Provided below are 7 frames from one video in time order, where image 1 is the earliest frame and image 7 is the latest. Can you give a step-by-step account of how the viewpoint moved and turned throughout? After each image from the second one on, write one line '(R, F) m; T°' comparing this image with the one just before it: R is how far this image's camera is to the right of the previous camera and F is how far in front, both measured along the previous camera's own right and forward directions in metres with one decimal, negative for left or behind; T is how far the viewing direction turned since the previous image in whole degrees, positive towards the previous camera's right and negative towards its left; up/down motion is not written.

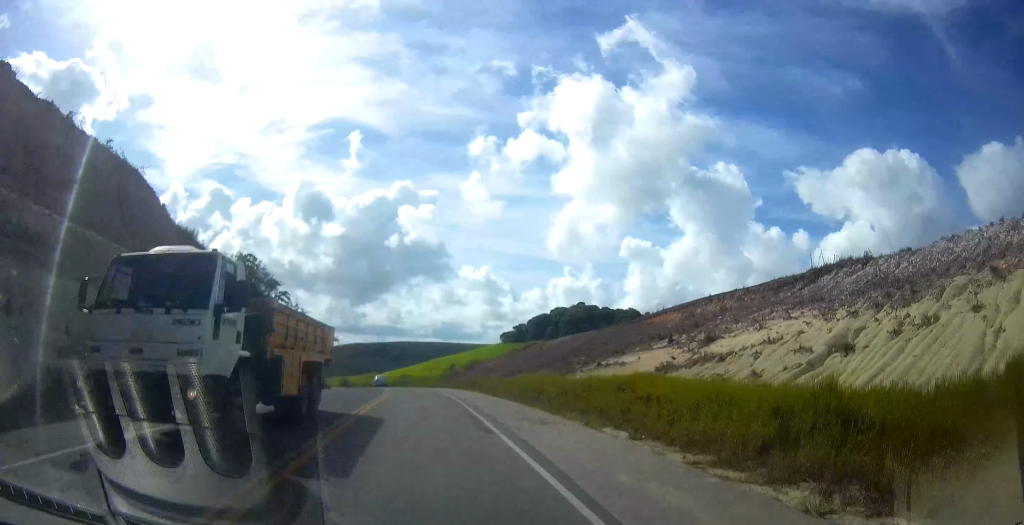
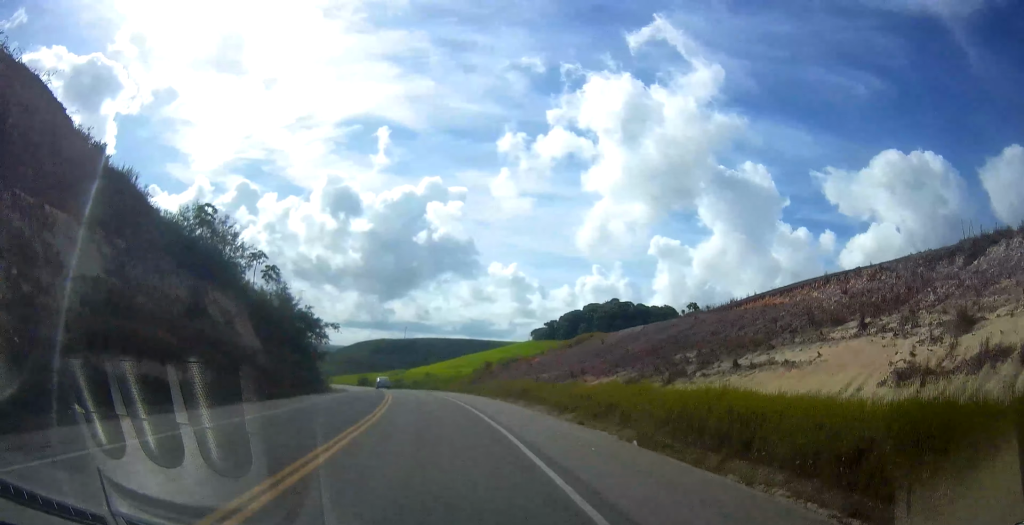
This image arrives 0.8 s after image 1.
(-0.2, +16.5) m; -1°
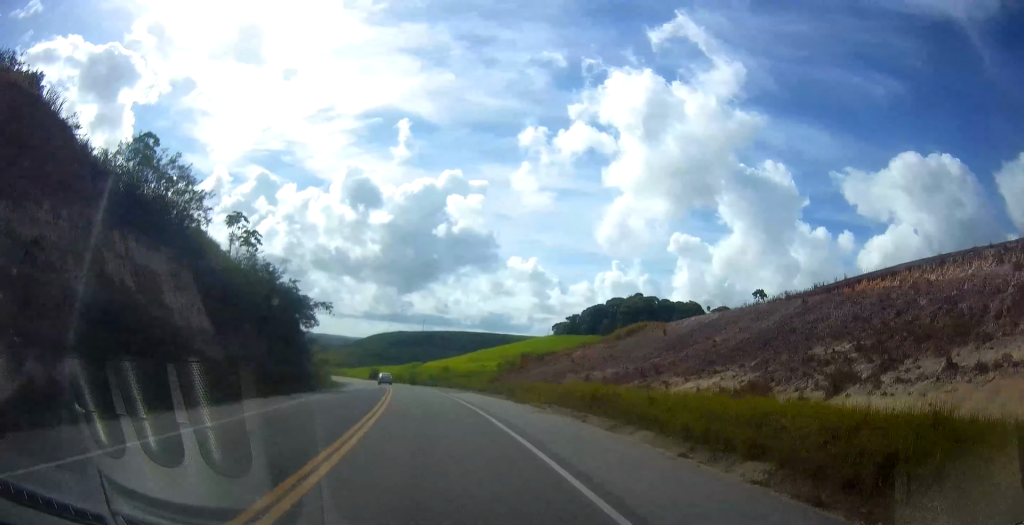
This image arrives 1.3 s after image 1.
(-0.1, +12.0) m; -1°
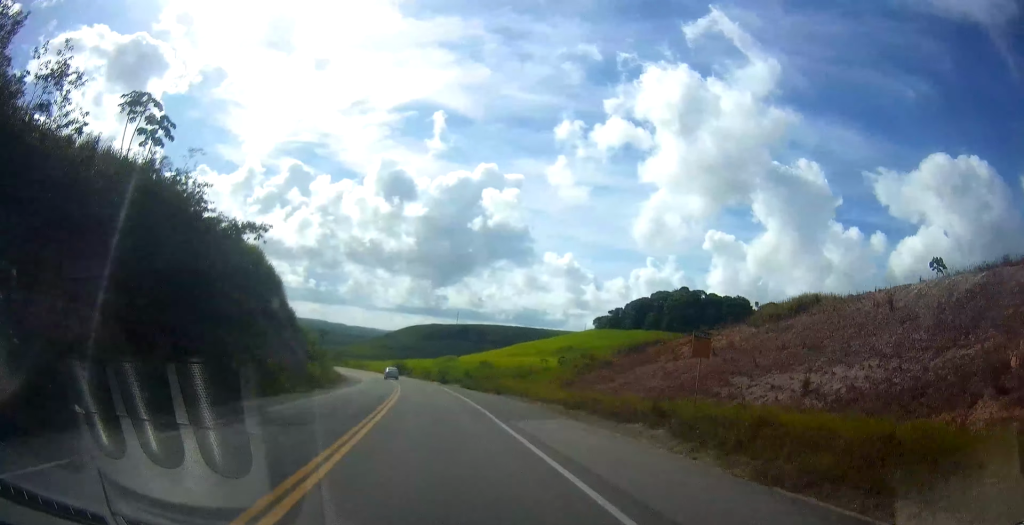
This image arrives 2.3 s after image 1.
(-0.1, +22.2) m; -2°
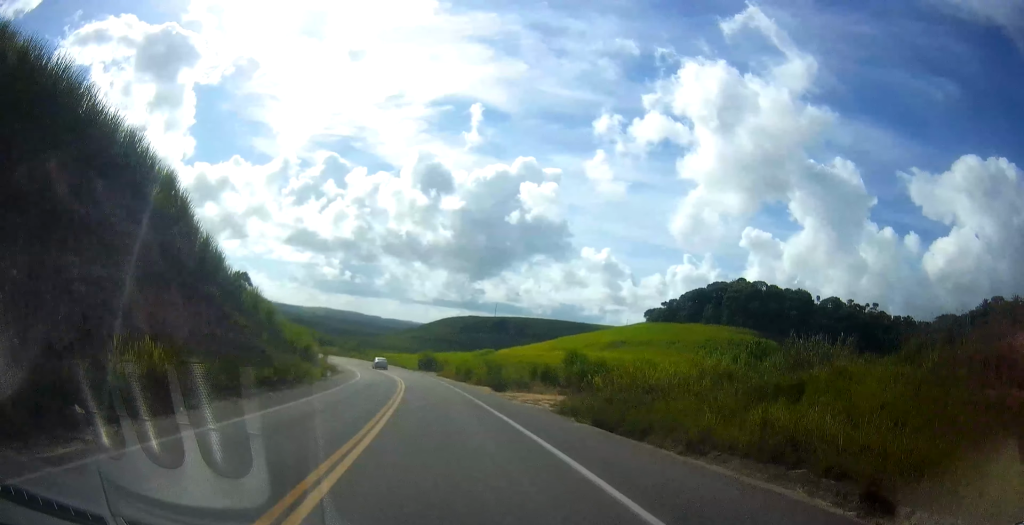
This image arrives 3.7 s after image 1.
(-1.9, +31.5) m; -6°
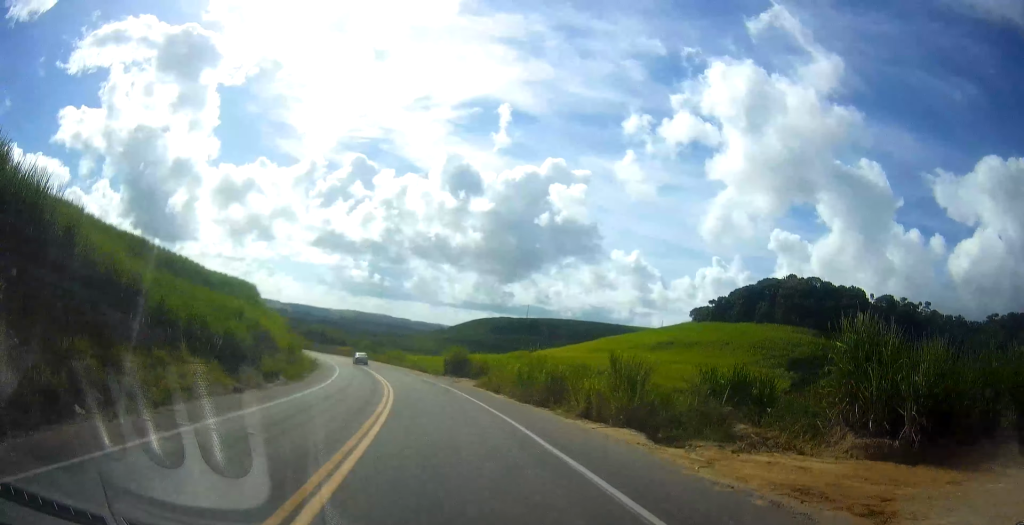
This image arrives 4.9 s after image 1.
(-0.7, +26.5) m; -3°
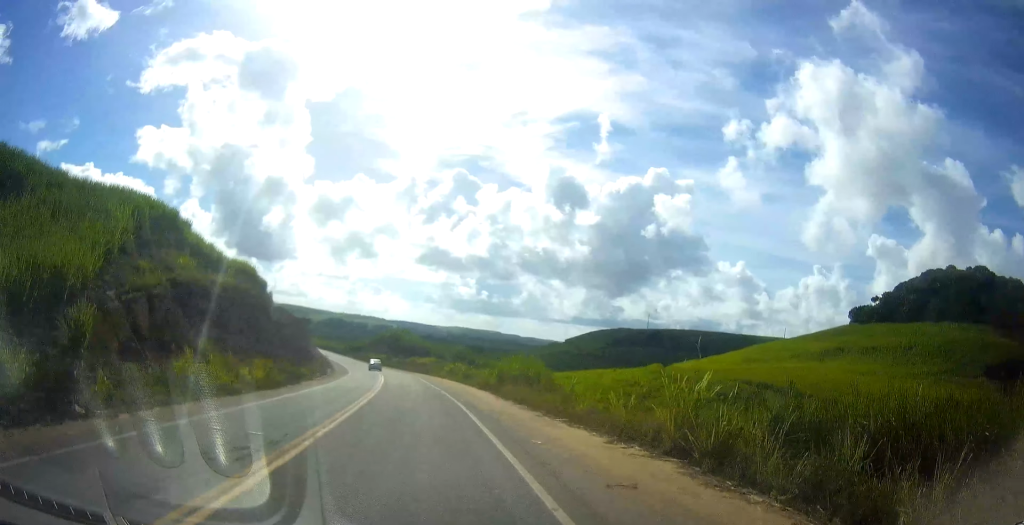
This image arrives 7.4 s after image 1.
(-4.7, +60.1) m; -9°
